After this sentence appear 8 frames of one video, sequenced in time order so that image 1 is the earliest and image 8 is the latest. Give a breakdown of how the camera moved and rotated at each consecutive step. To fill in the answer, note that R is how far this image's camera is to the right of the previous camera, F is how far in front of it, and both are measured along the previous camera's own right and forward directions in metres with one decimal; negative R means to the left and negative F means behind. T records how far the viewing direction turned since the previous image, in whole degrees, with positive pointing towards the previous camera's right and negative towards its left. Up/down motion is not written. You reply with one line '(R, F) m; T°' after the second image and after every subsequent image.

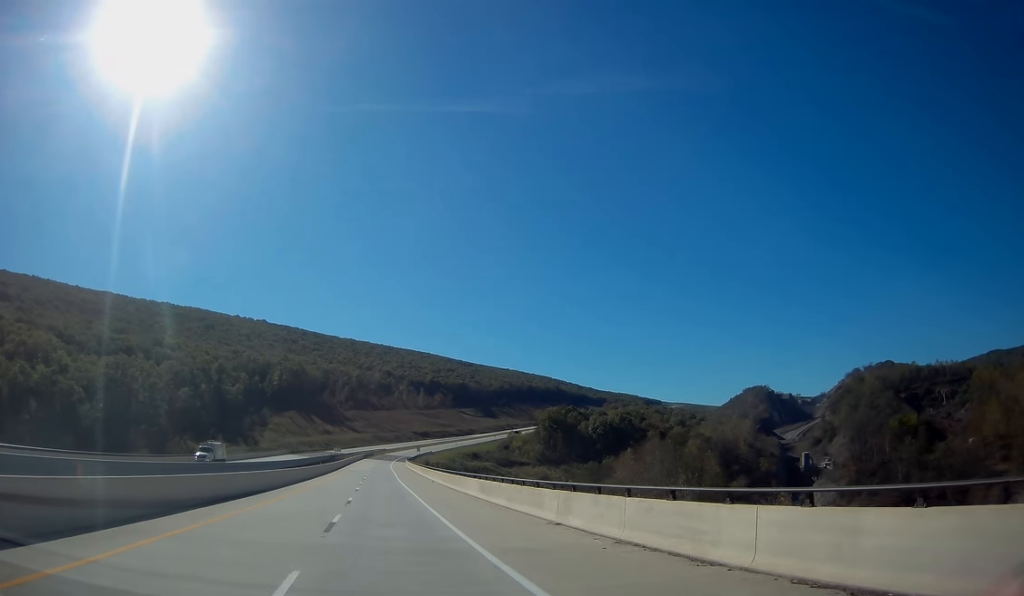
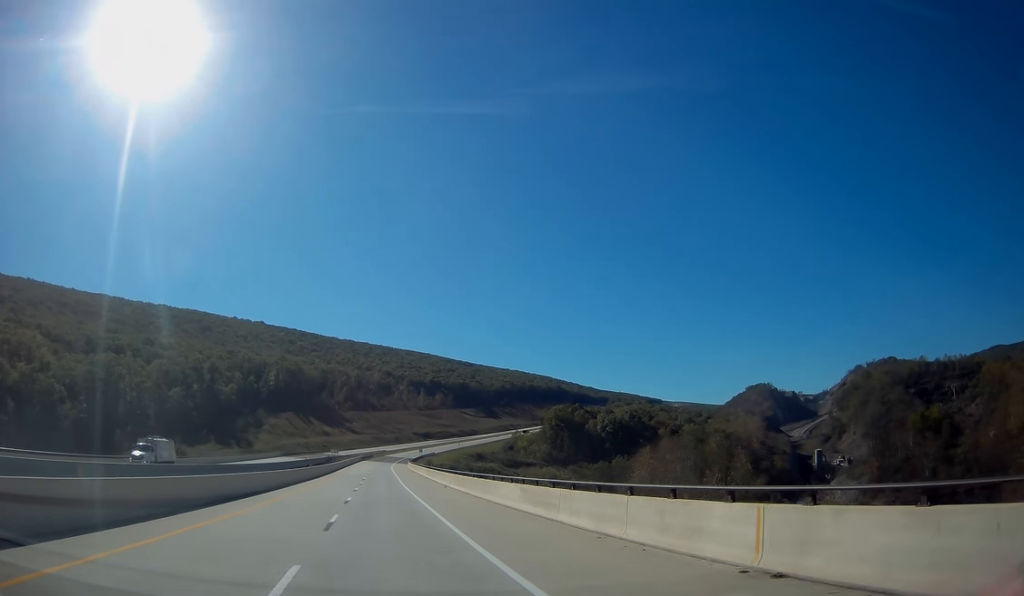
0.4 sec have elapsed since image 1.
(0.0, +12.4) m; 0°
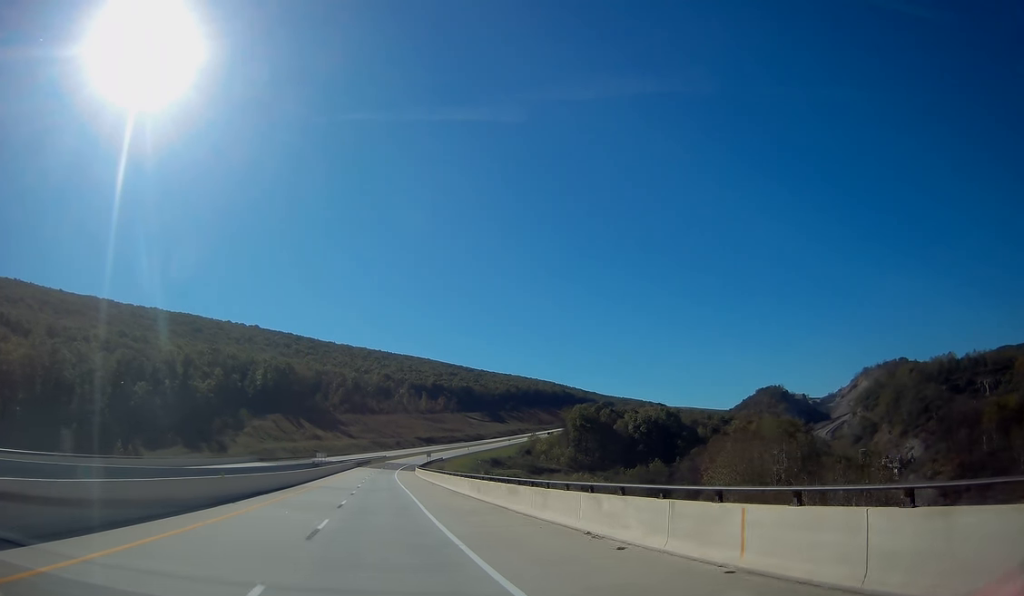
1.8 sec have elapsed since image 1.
(0.0, +39.0) m; 0°
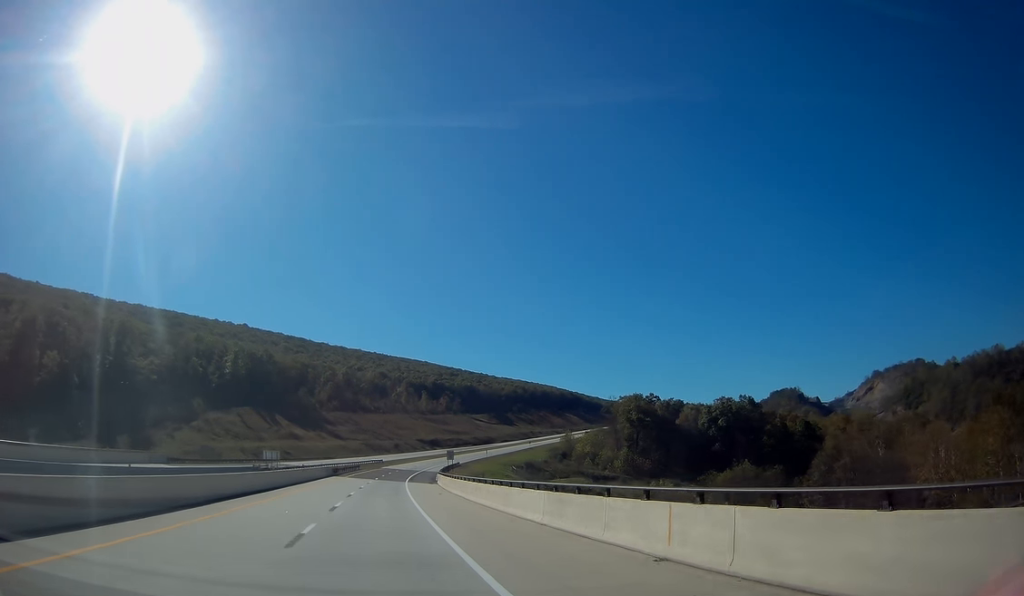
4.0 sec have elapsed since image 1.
(+0.3, +63.6) m; +1°
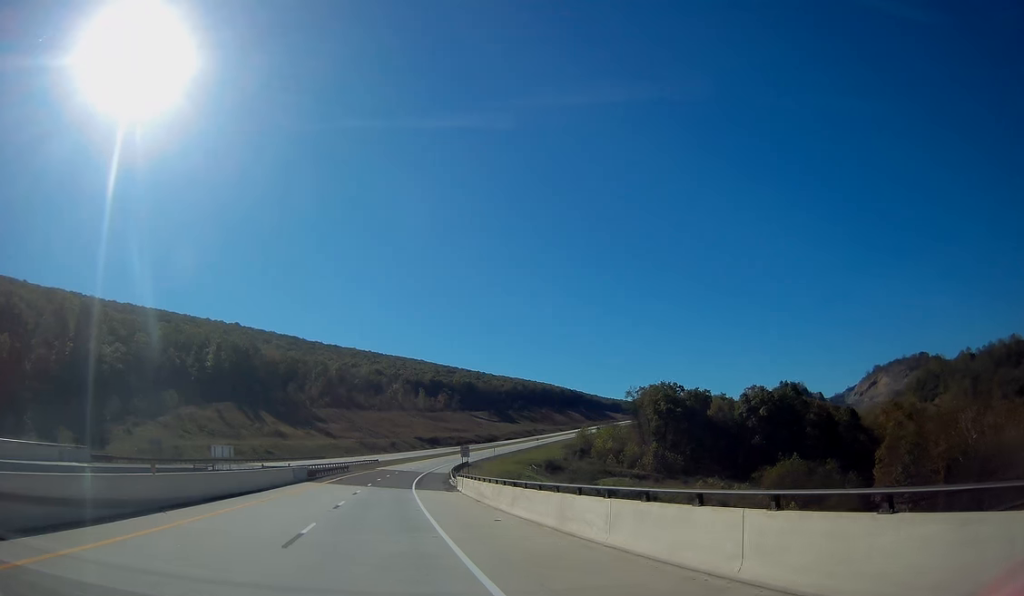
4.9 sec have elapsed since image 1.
(+0.1, +24.7) m; 0°
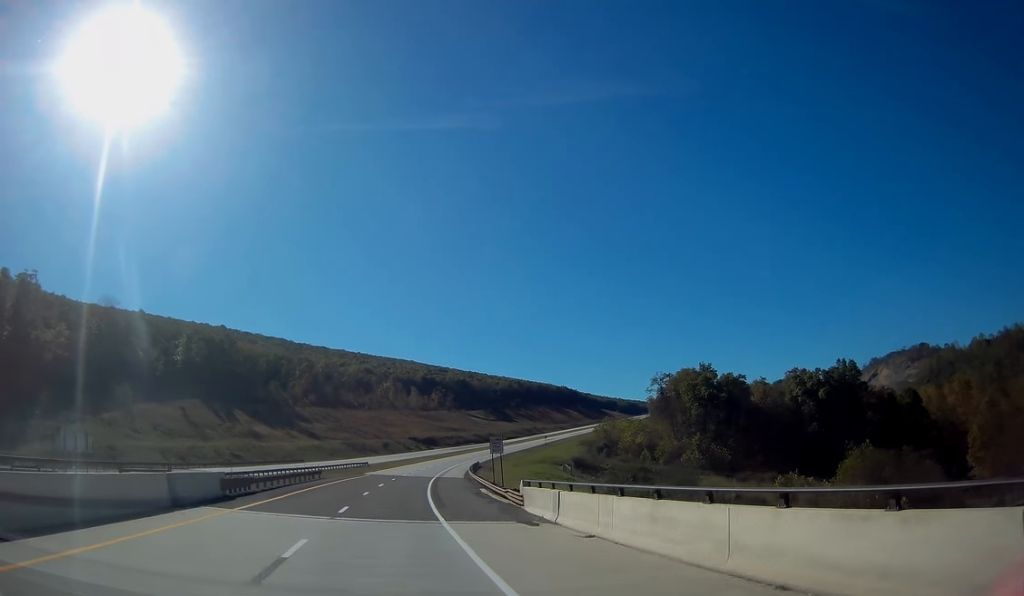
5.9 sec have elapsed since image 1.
(-0.1, +29.5) m; +1°
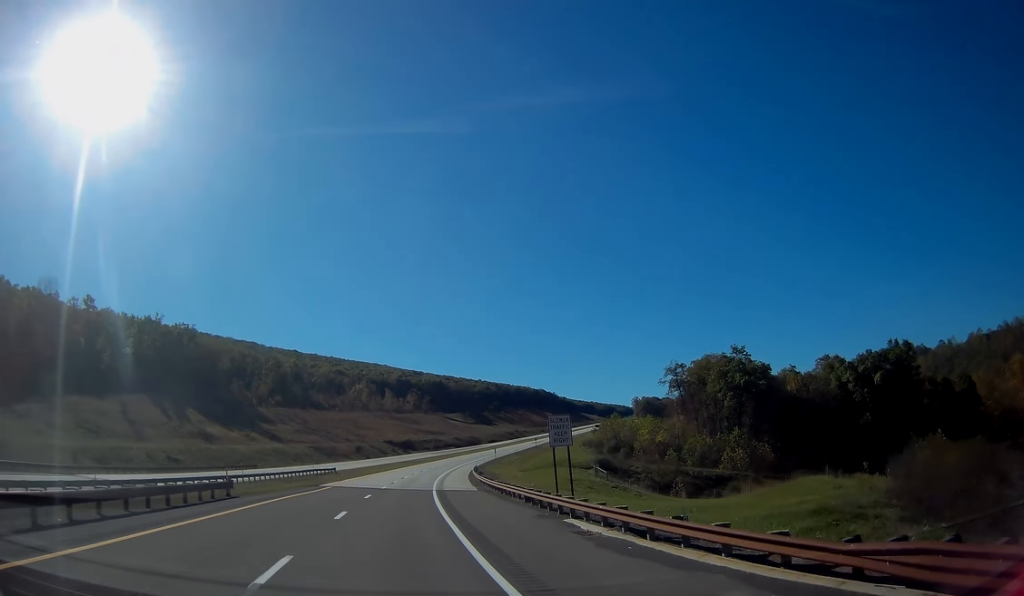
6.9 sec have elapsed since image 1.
(+0.5, +27.6) m; +2°
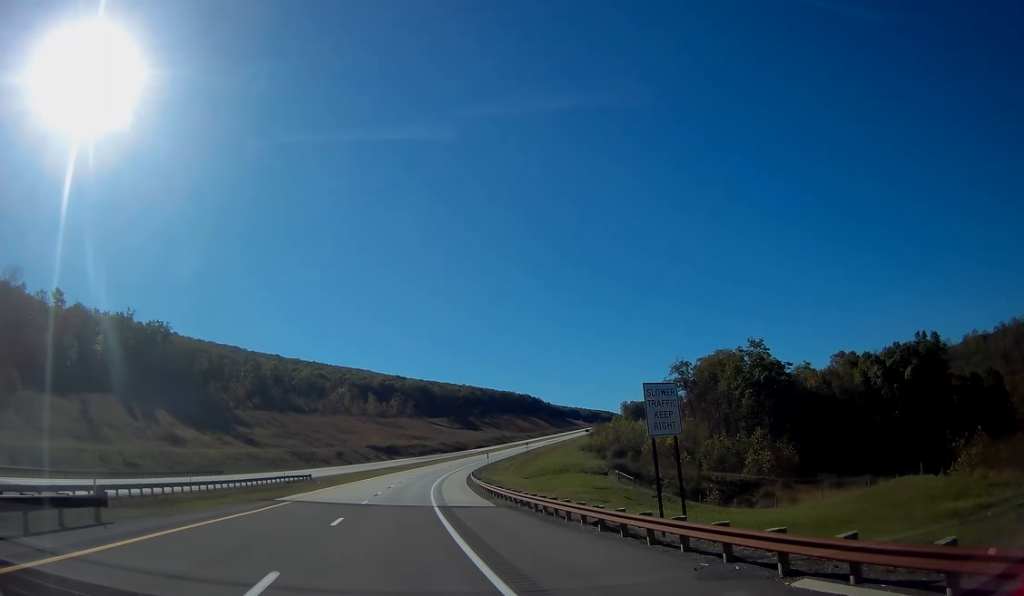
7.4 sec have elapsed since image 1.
(+0.1, +13.3) m; +1°
